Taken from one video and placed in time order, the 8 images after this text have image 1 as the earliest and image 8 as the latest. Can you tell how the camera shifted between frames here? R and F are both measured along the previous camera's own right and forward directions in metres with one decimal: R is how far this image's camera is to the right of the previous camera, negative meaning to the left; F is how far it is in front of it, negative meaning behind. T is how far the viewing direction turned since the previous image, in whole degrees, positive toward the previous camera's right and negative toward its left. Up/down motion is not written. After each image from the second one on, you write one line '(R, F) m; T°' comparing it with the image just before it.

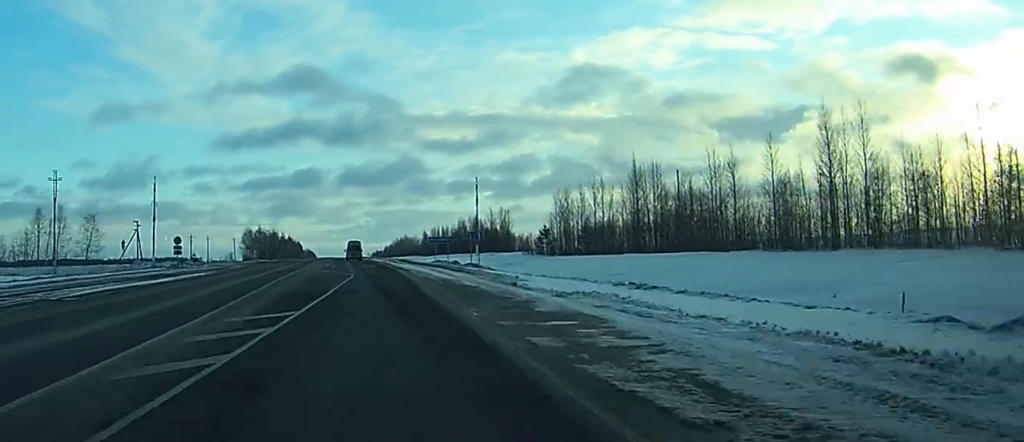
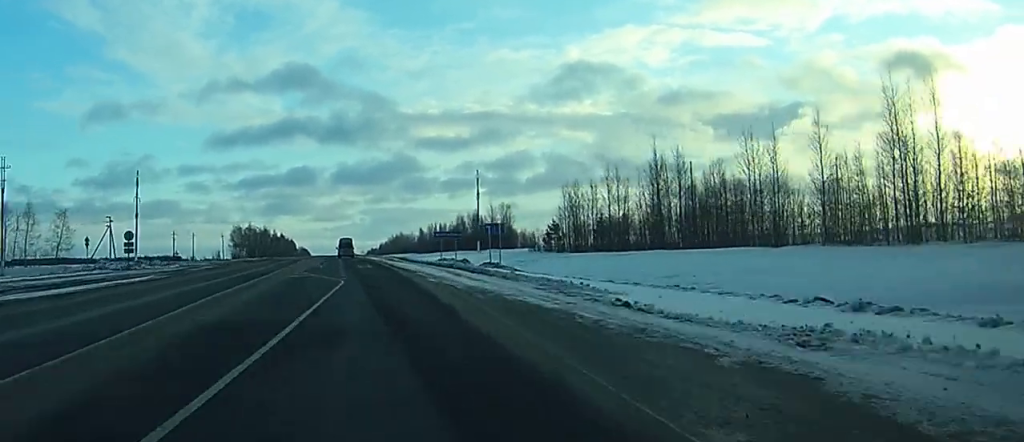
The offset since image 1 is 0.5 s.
(0.0, +13.6) m; 0°
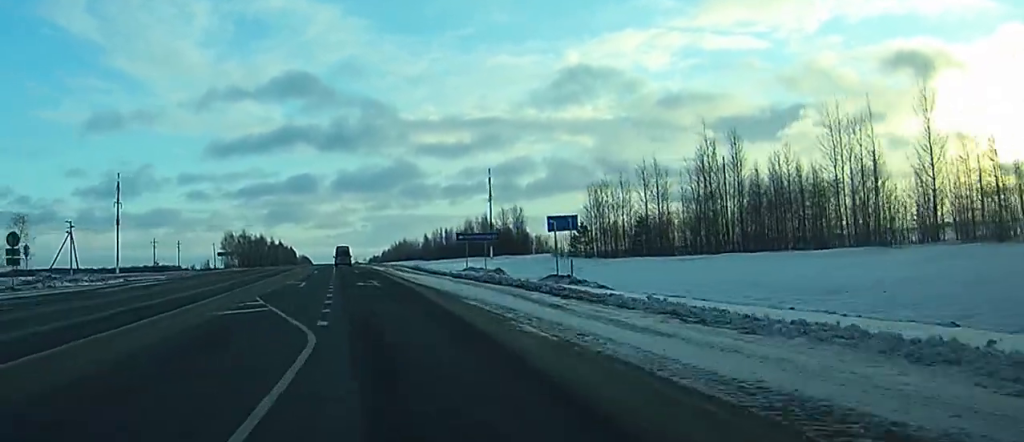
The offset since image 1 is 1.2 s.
(+0.1, +19.9) m; 0°
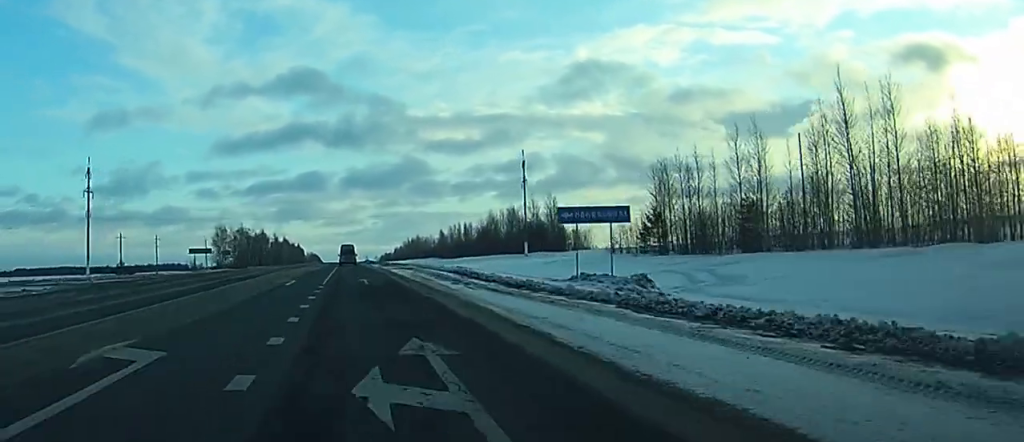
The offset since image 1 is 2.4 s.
(0.0, +31.9) m; 0°
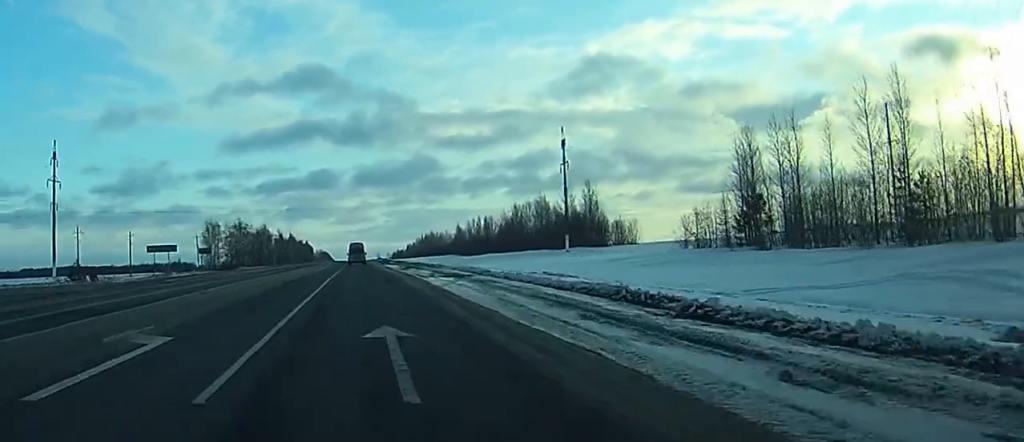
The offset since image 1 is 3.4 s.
(-0.1, +27.5) m; 0°
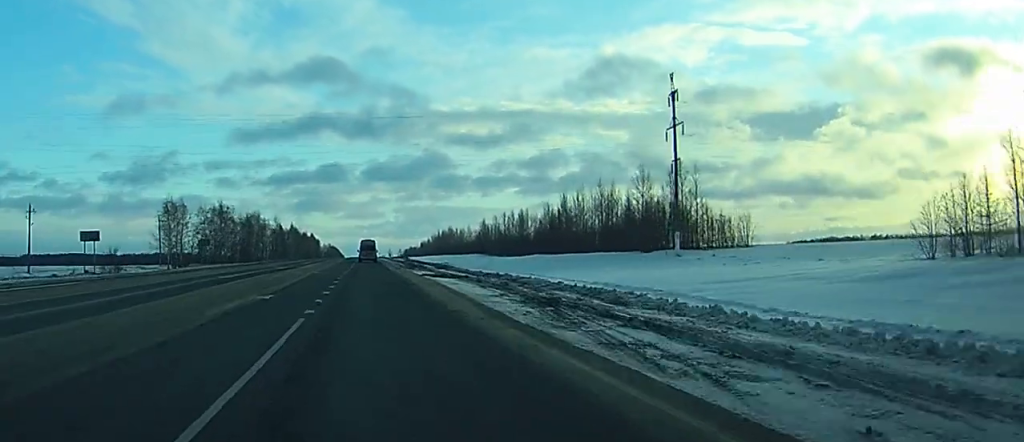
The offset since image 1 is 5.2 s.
(-0.5, +49.8) m; -1°
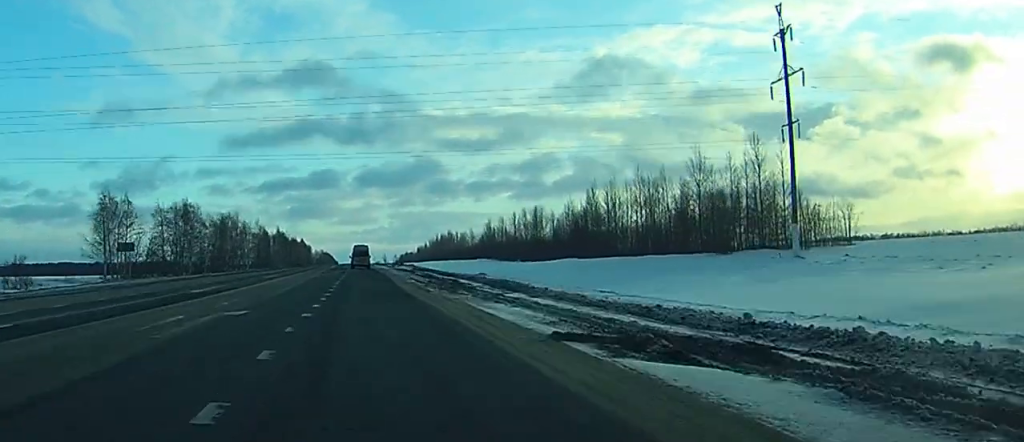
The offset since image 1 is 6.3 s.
(-0.1, +31.4) m; 0°
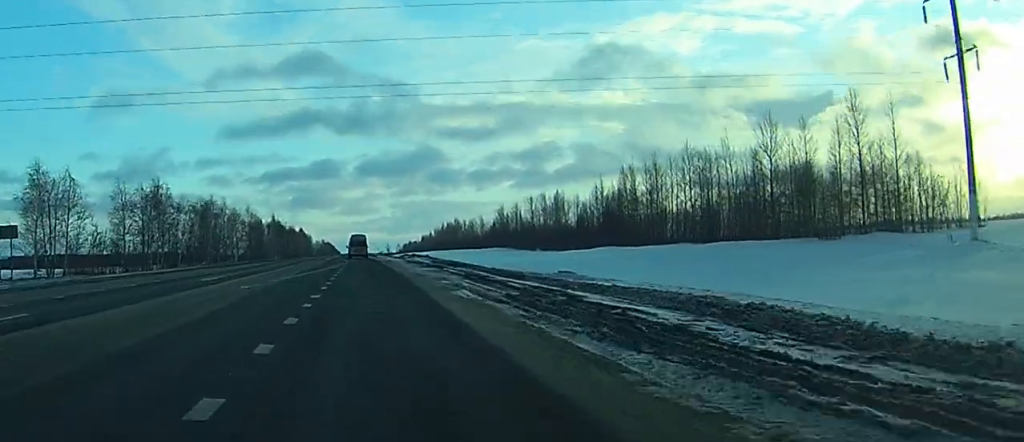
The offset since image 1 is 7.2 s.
(+0.1, +24.1) m; 0°
